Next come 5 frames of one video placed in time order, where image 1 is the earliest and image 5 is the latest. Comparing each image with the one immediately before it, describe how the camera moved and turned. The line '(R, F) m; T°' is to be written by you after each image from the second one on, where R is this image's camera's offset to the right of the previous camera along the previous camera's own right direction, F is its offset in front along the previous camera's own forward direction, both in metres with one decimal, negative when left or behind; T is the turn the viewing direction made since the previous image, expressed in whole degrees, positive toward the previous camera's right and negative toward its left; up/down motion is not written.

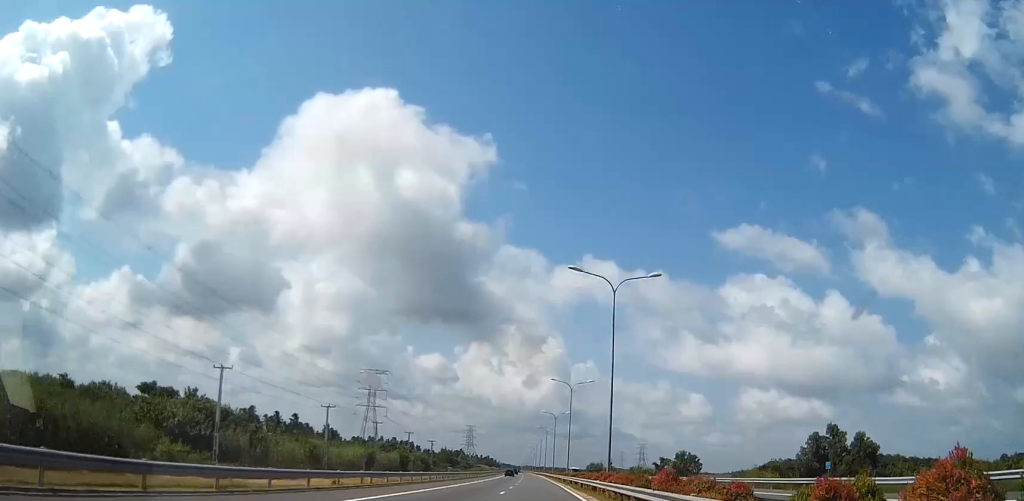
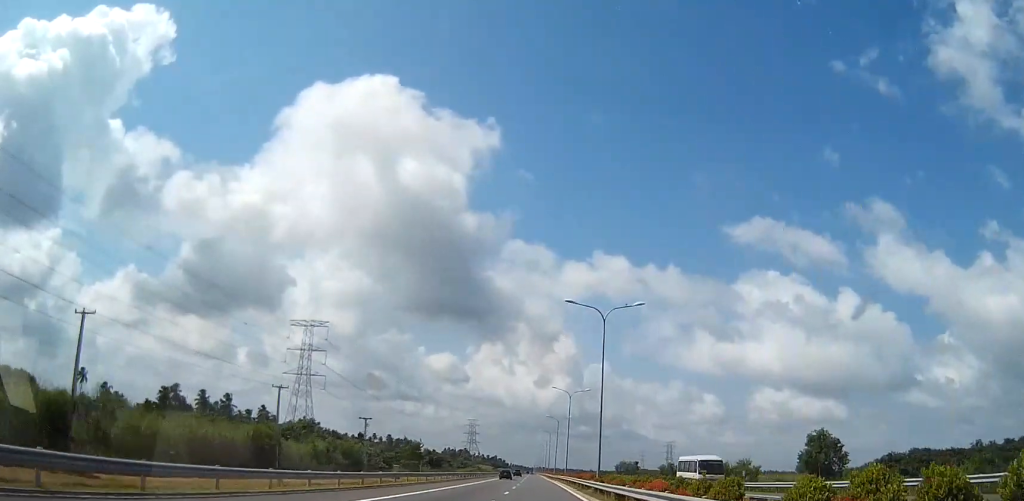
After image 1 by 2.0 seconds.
(-1.4, +82.1) m; -1°
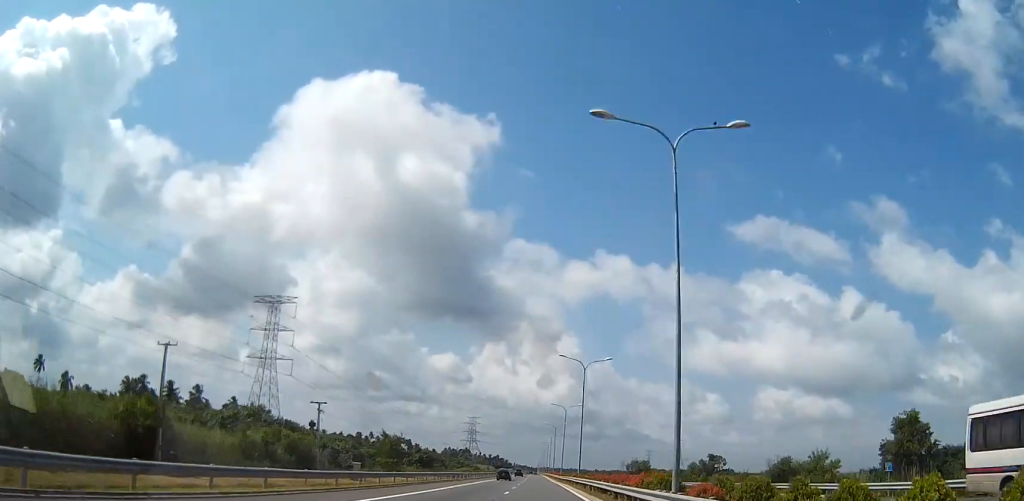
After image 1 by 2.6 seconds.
(+0.3, +24.4) m; -1°
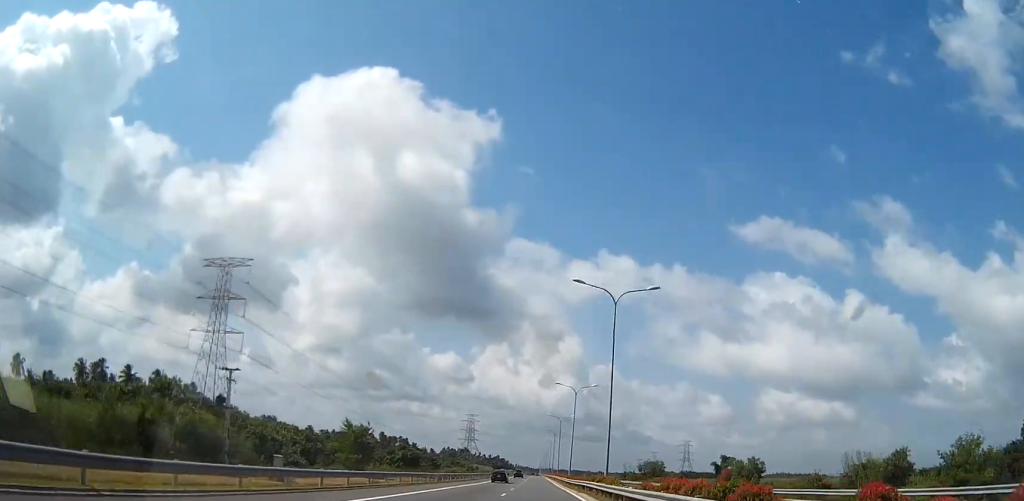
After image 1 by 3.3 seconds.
(-0.2, +25.8) m; -1°
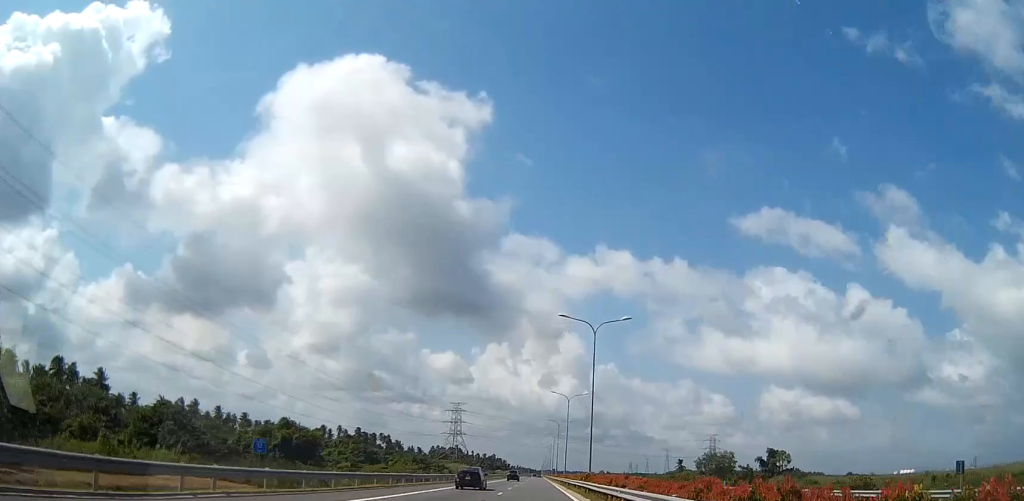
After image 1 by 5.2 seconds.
(-0.8, +81.0) m; 0°
